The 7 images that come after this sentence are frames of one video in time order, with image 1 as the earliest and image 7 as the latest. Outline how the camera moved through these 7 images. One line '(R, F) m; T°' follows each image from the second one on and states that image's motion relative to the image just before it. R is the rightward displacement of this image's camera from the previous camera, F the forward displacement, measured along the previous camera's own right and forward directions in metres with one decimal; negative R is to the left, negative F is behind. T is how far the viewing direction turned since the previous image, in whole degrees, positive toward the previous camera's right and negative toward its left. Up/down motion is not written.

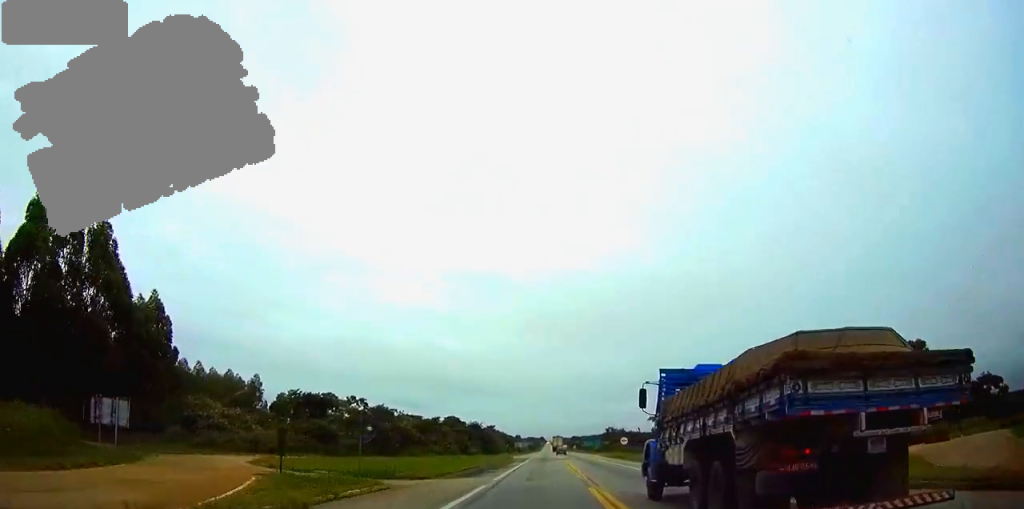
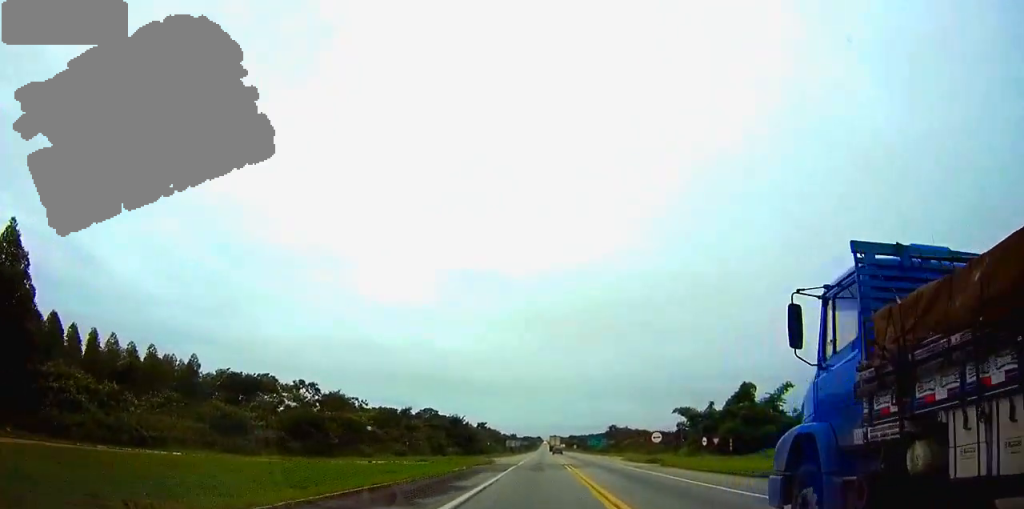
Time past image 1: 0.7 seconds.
(+0.1, +24.2) m; +1°
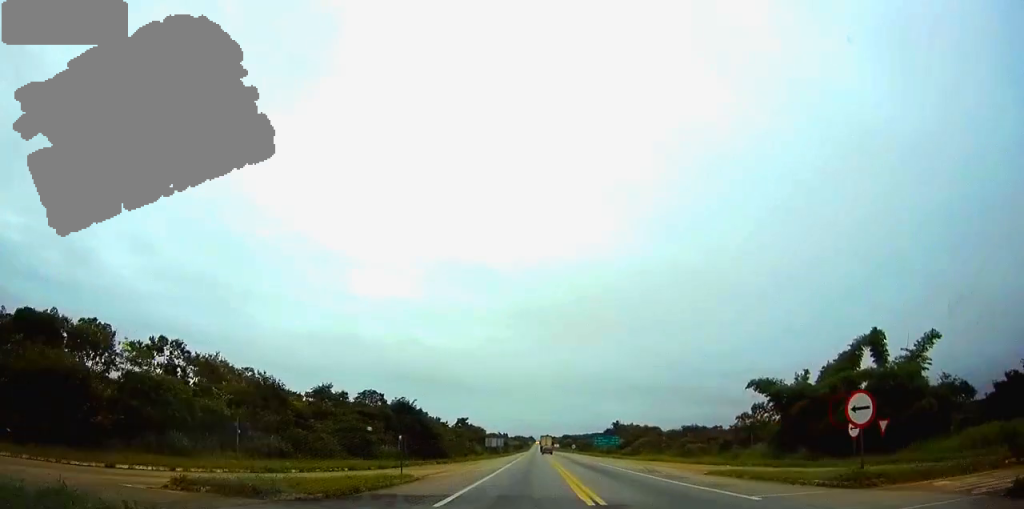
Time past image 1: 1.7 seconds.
(+0.2, +35.5) m; +1°
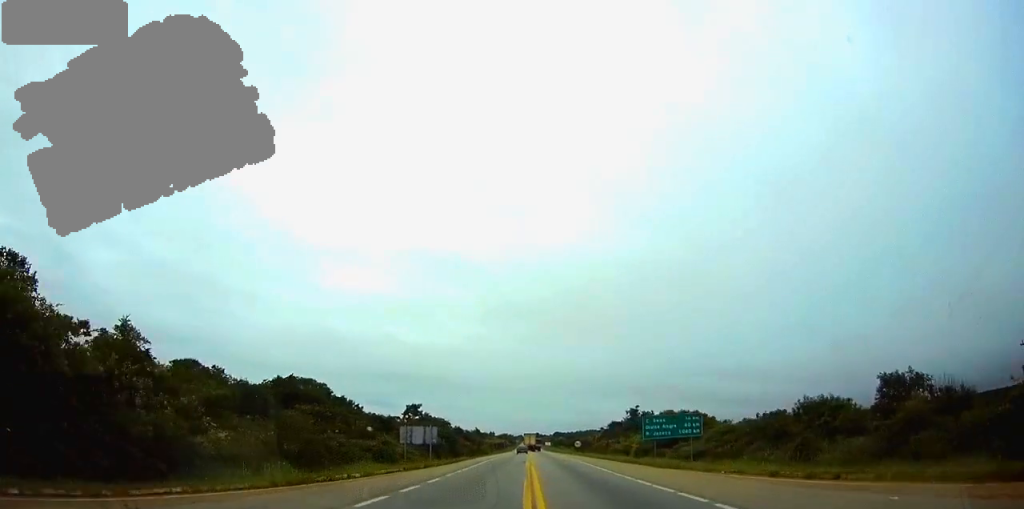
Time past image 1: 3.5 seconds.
(+0.3, +61.1) m; 0°
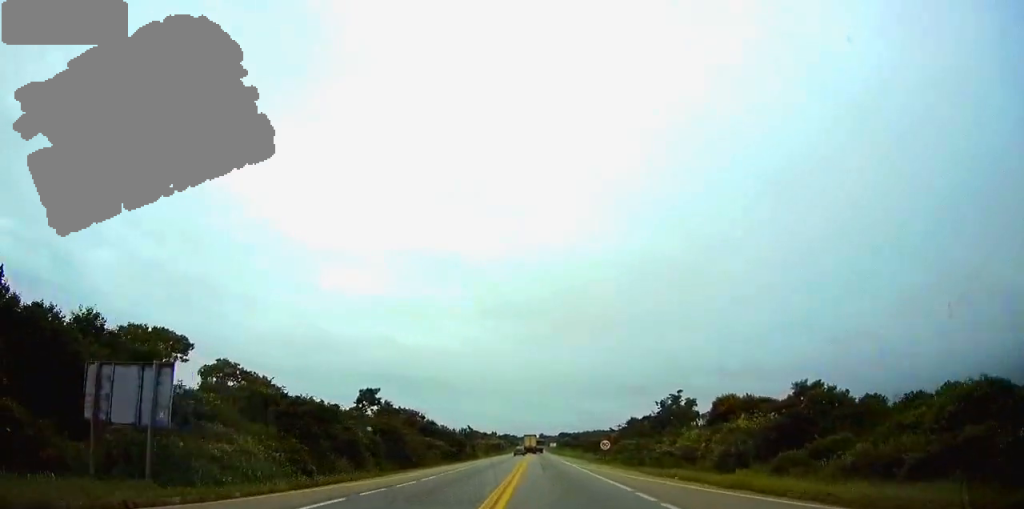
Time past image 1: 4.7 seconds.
(-0.1, +39.0) m; 0°
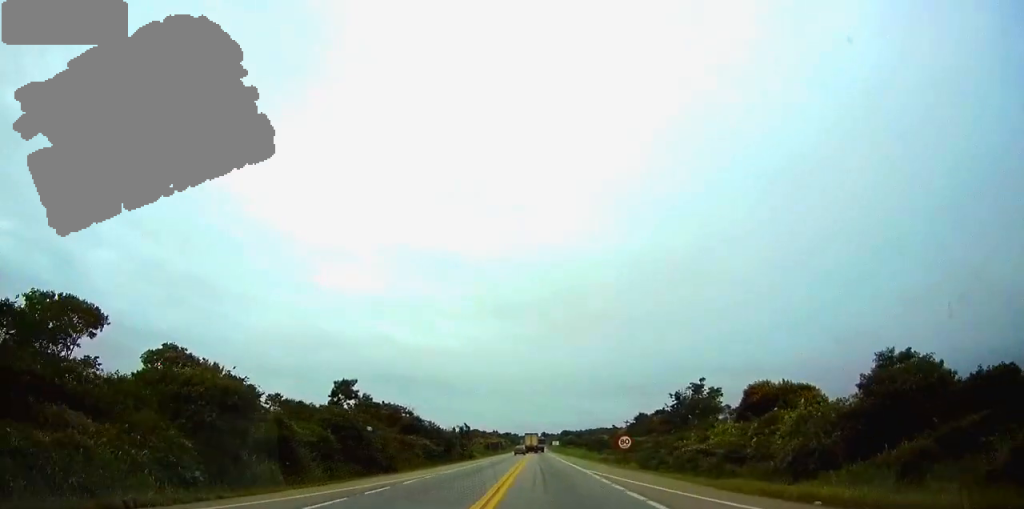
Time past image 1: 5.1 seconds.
(0.0, +13.2) m; 0°
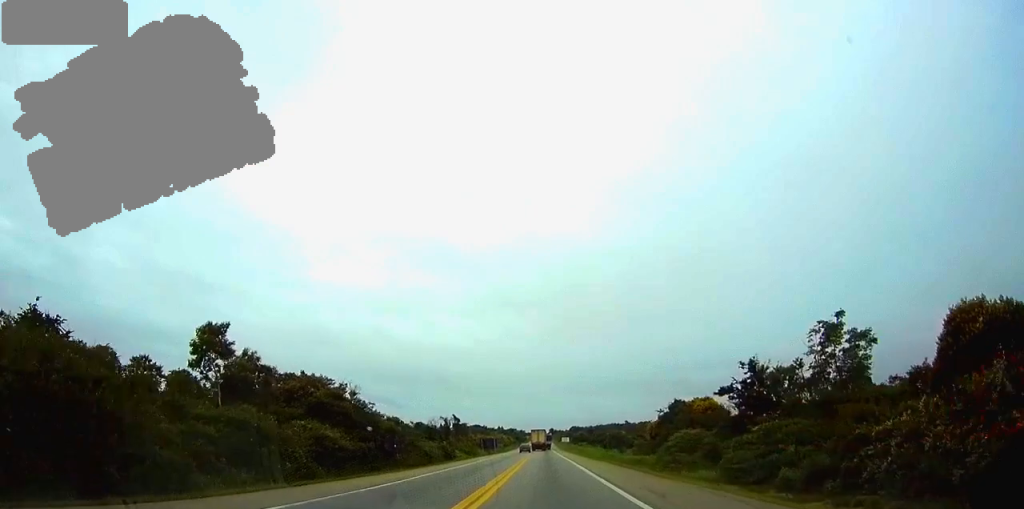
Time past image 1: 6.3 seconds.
(-0.1, +39.1) m; 0°
